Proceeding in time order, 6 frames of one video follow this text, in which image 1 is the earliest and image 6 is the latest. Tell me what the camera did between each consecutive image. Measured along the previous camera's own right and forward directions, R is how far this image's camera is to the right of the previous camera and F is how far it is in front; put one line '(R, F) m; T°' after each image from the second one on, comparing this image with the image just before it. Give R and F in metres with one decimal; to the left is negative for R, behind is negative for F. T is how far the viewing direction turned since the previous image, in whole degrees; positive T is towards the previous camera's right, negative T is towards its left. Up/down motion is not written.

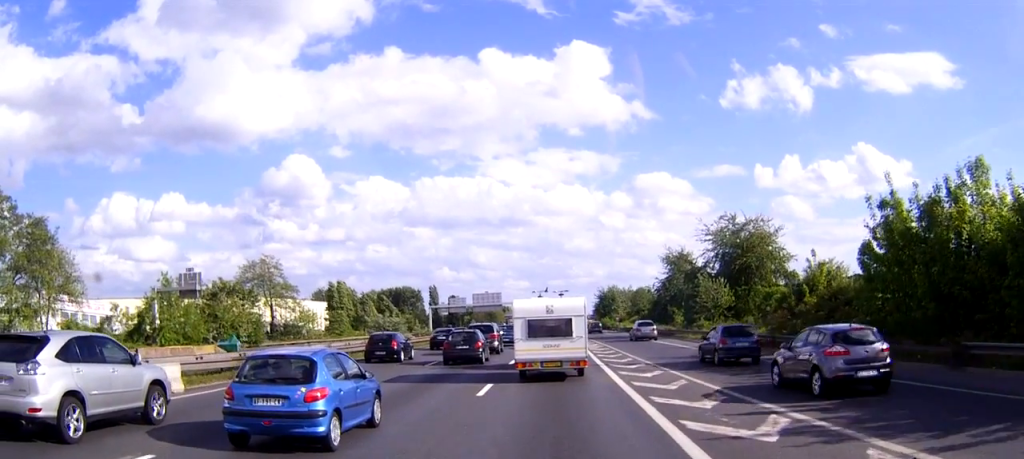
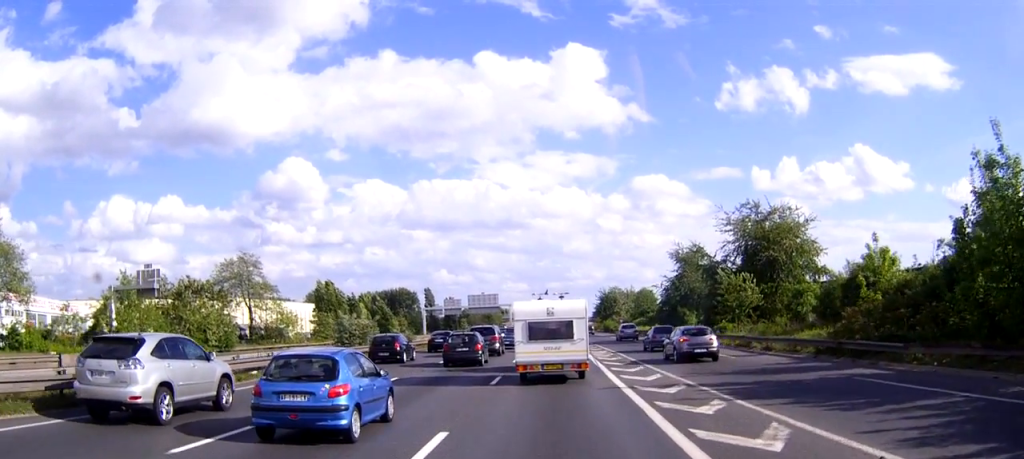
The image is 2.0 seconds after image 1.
(+0.1, +8.7) m; 0°
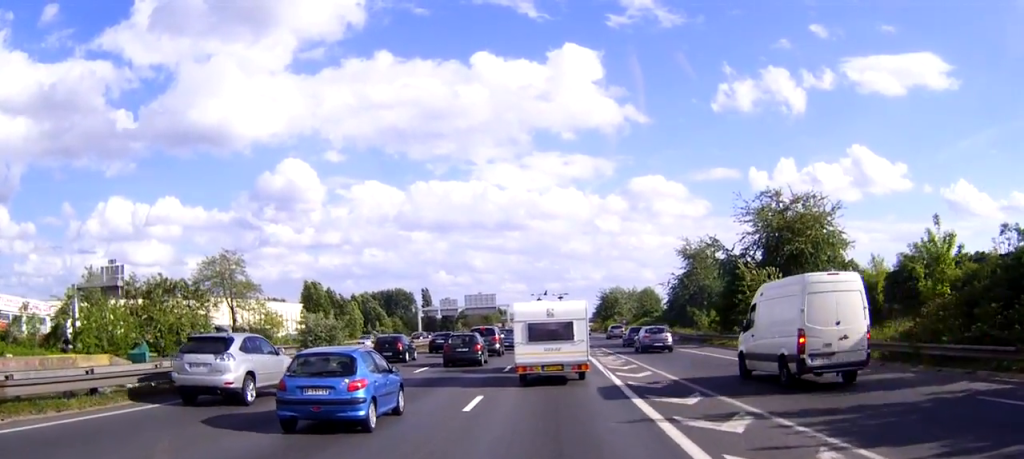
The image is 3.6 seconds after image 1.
(0.0, +6.6) m; 0°
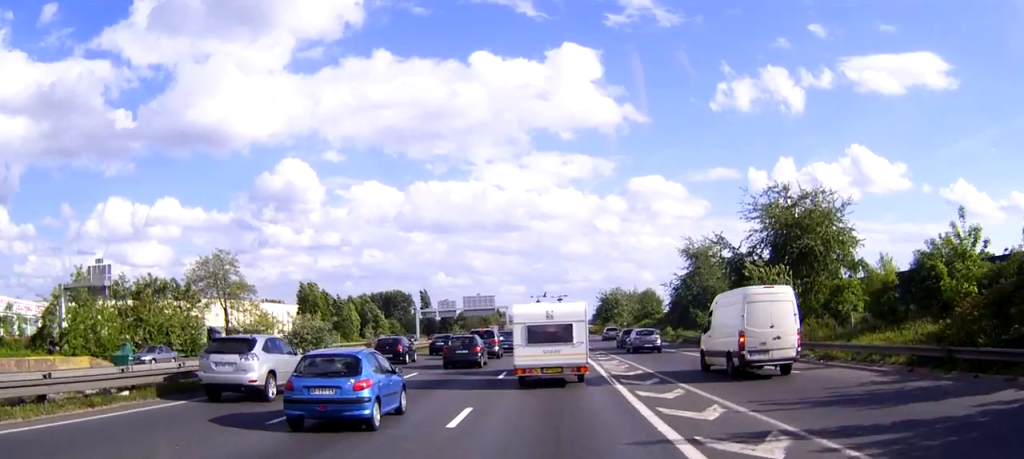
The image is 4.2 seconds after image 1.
(0.0, +2.2) m; 0°
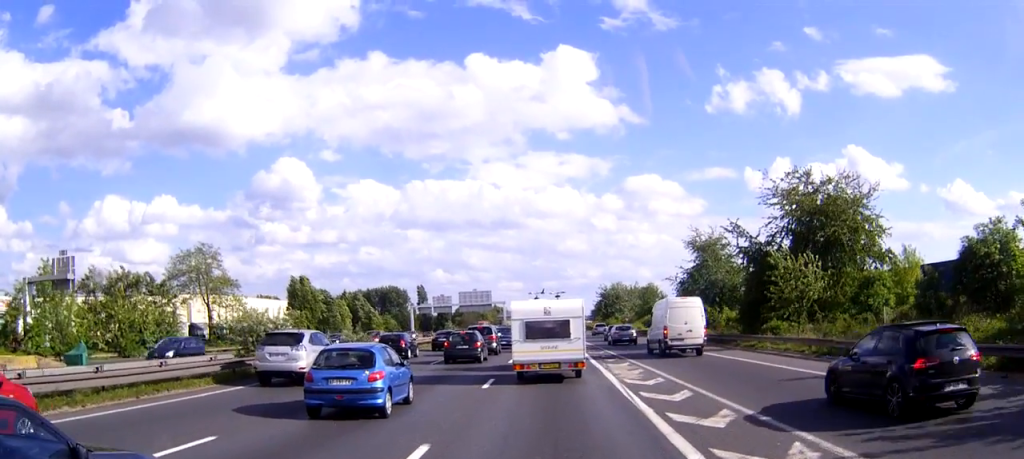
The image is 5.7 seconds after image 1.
(0.0, +5.7) m; +1°
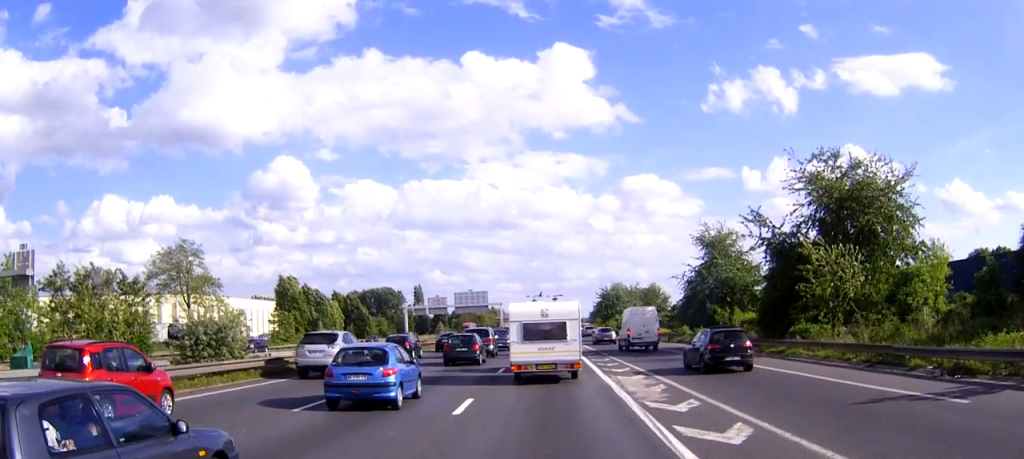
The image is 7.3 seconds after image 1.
(+0.1, +5.3) m; 0°
